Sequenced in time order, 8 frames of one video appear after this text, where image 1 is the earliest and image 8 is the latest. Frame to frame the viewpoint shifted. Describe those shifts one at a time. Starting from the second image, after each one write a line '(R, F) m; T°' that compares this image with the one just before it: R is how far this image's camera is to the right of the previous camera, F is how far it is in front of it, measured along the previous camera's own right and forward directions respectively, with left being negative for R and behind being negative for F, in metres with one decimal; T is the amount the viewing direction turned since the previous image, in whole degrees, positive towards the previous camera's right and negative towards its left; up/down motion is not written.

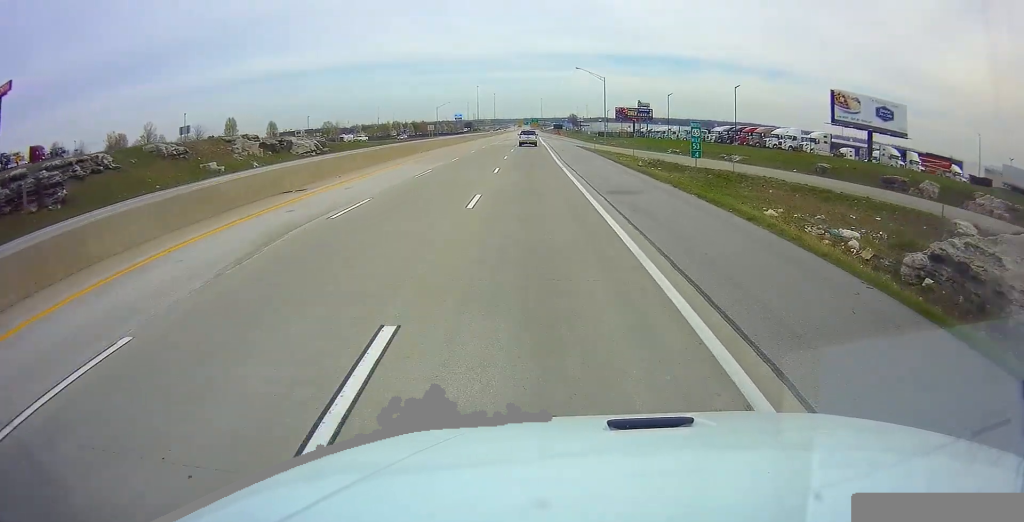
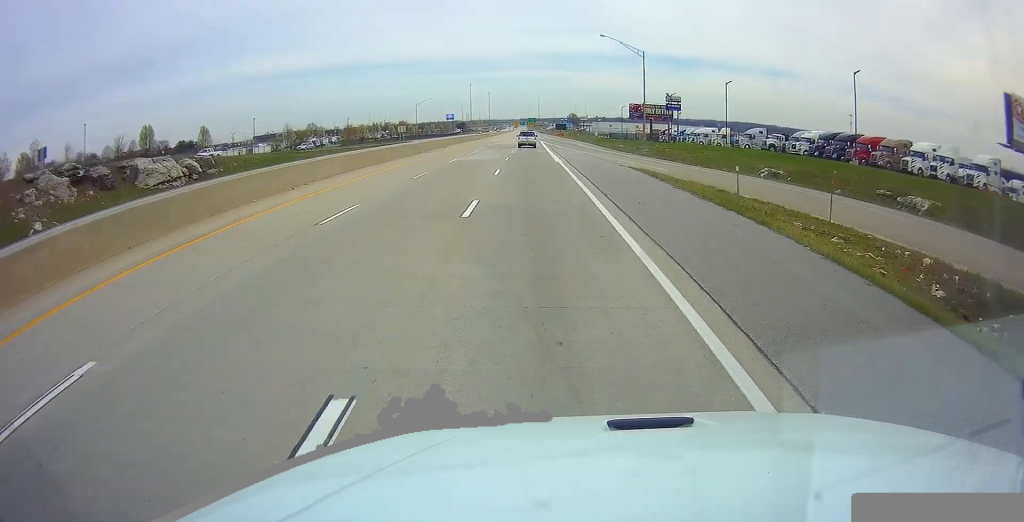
(+0.5, +38.5) m; 0°
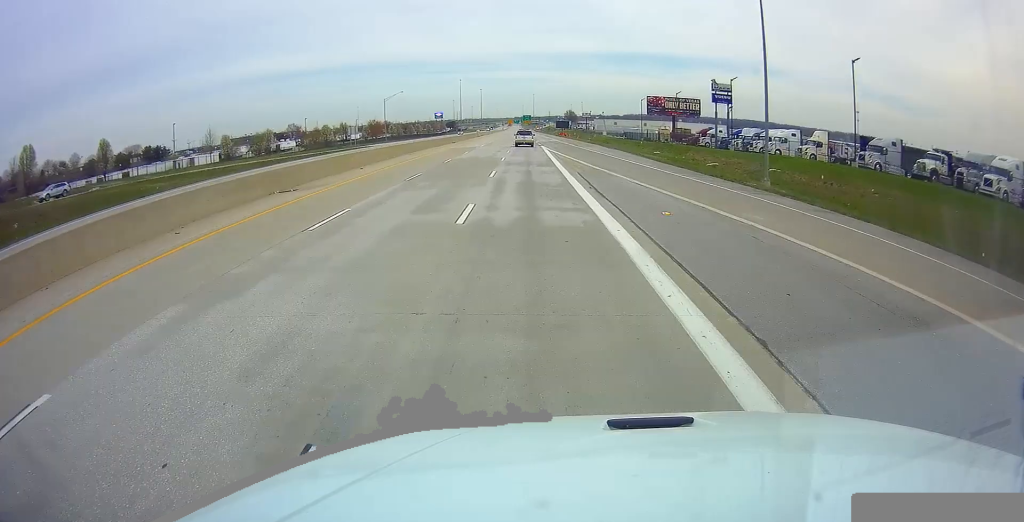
(-0.5, +37.4) m; 0°
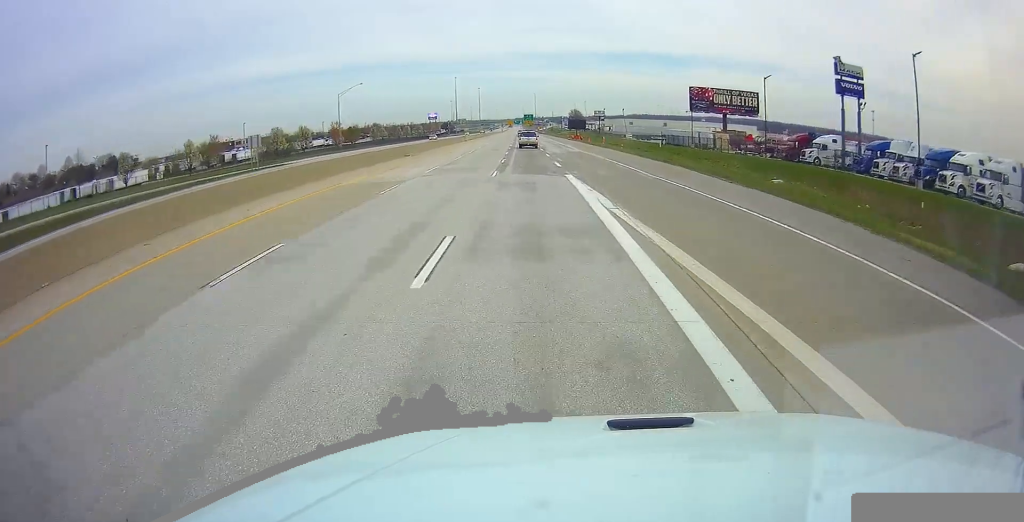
(+0.7, +41.4) m; +1°
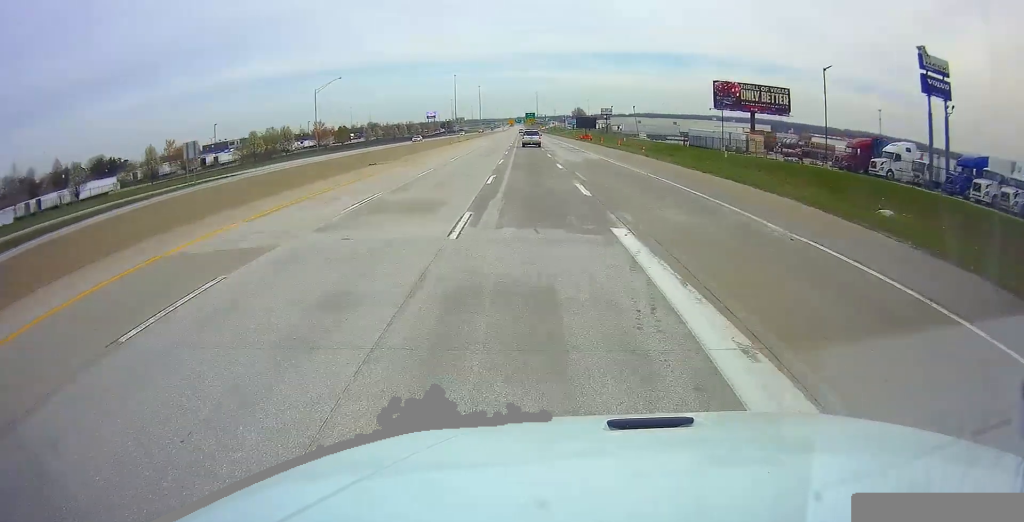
(0.0, +14.8) m; 0°
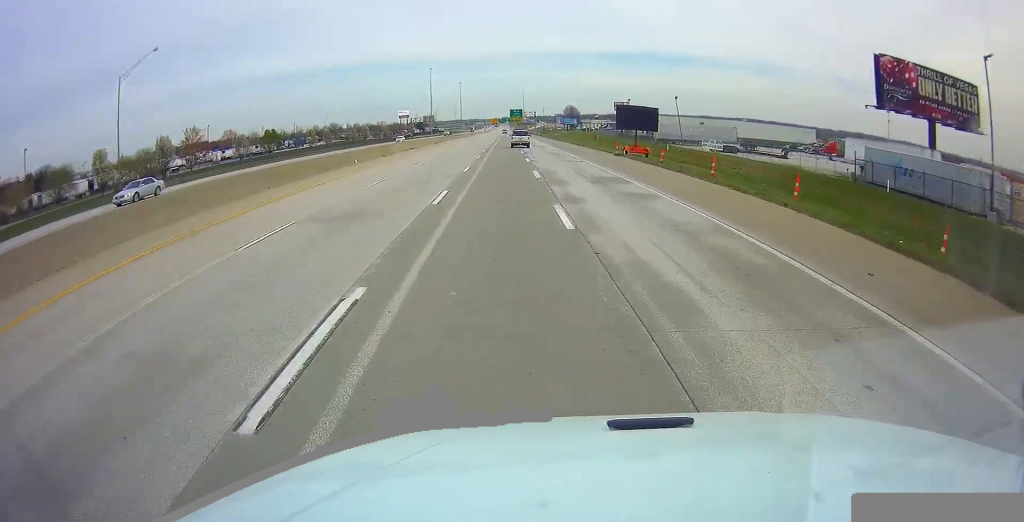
(-0.1, +55.5) m; 0°
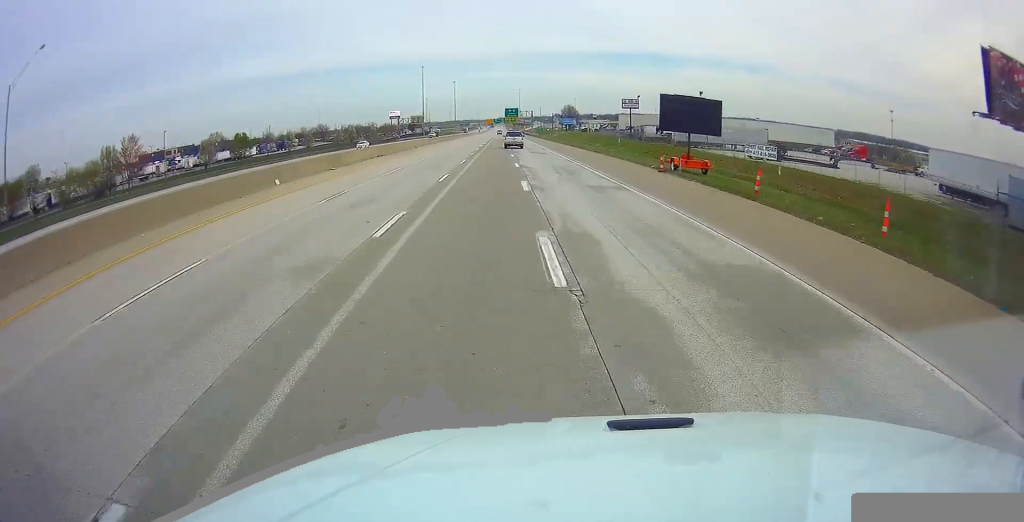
(+0.1, +16.8) m; -1°
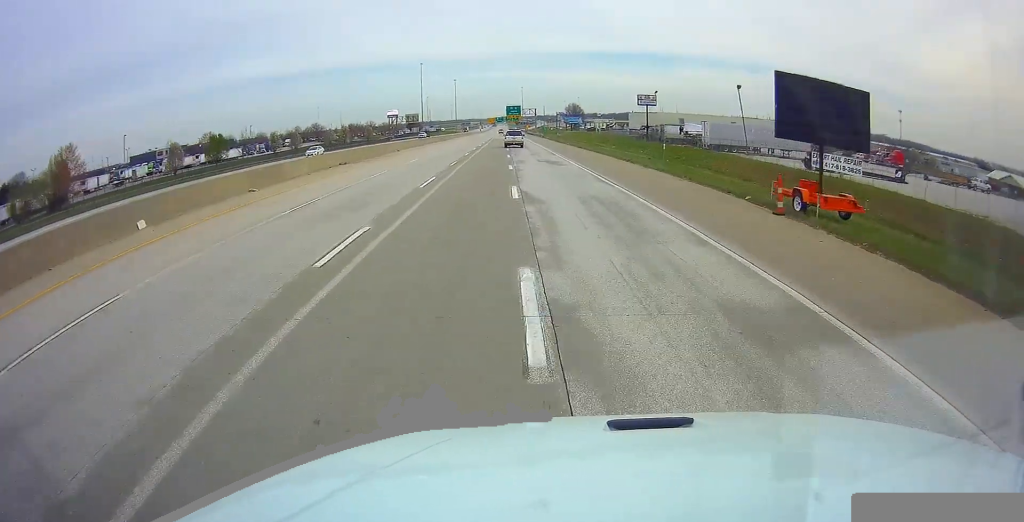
(0.0, +14.8) m; 0°
